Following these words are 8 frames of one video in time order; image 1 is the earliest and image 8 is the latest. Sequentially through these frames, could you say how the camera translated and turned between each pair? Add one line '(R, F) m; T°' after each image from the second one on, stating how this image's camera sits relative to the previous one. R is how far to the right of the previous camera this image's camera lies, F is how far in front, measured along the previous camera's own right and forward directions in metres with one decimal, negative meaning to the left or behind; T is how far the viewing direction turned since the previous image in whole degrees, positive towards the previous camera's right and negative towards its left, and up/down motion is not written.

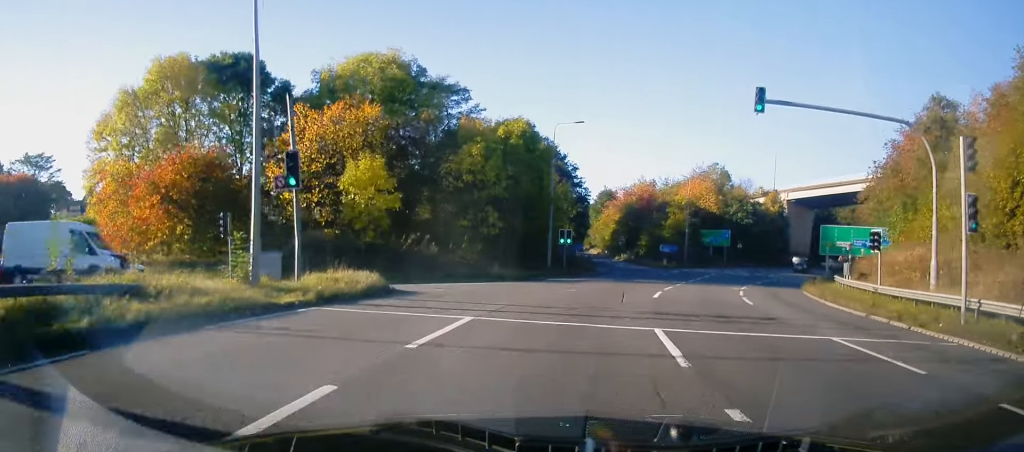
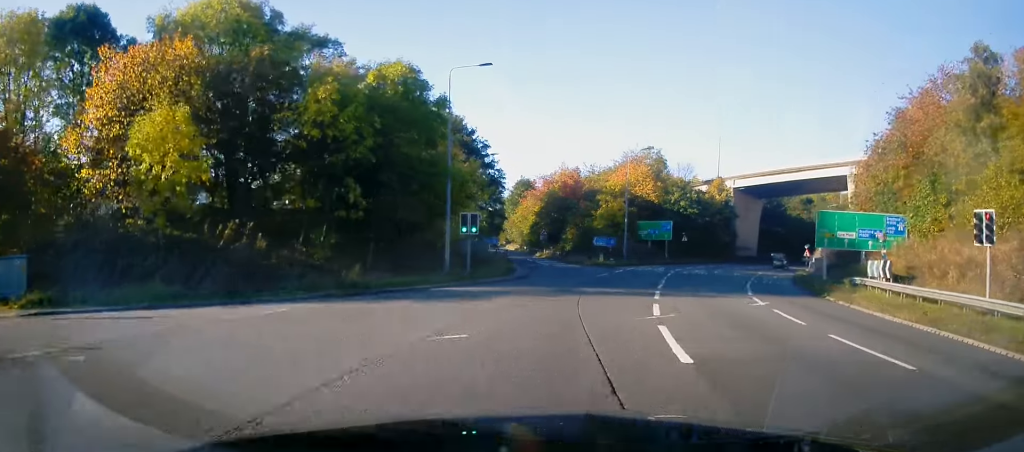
(+1.1, +14.3) m; +8°
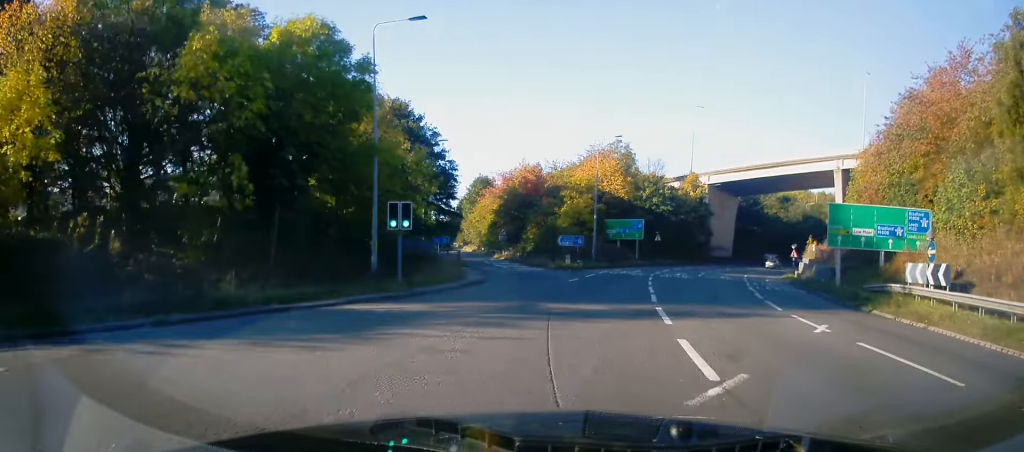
(+0.4, +7.4) m; +3°
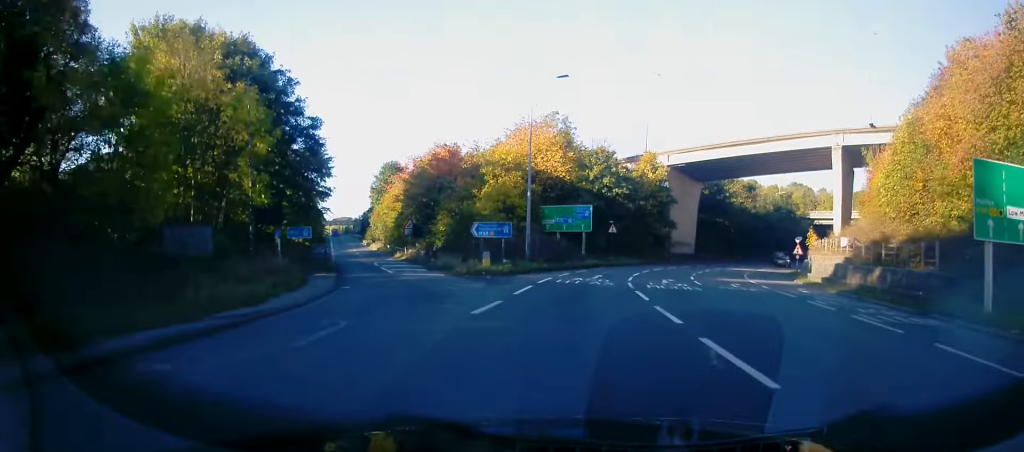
(+1.1, +18.0) m; +6°
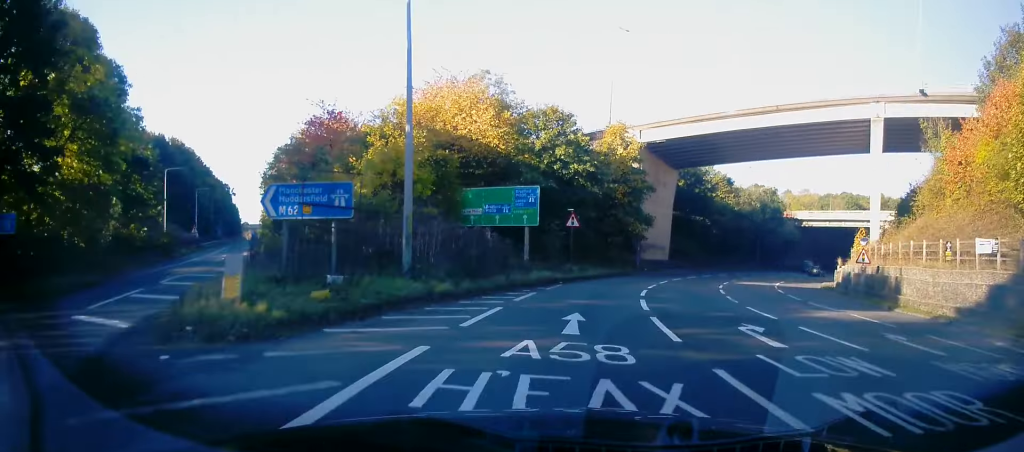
(+1.1, +20.7) m; +7°
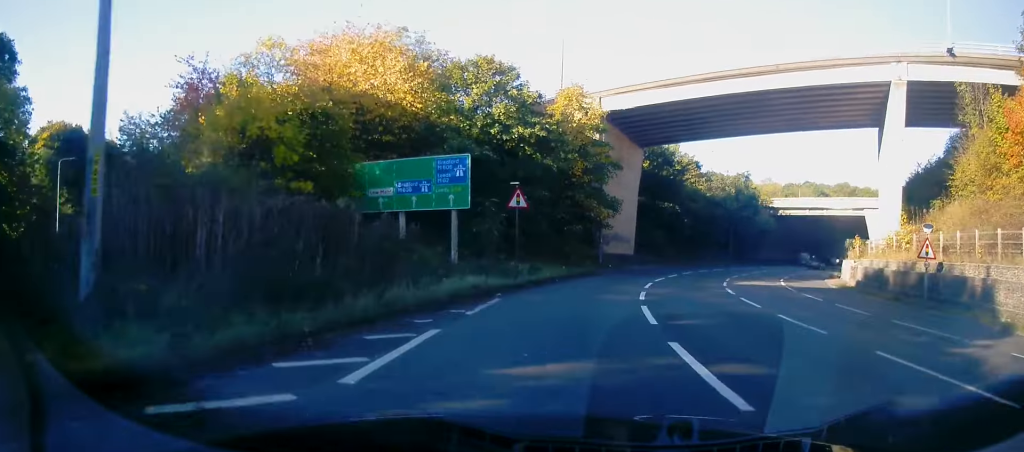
(+0.2, +10.8) m; +5°
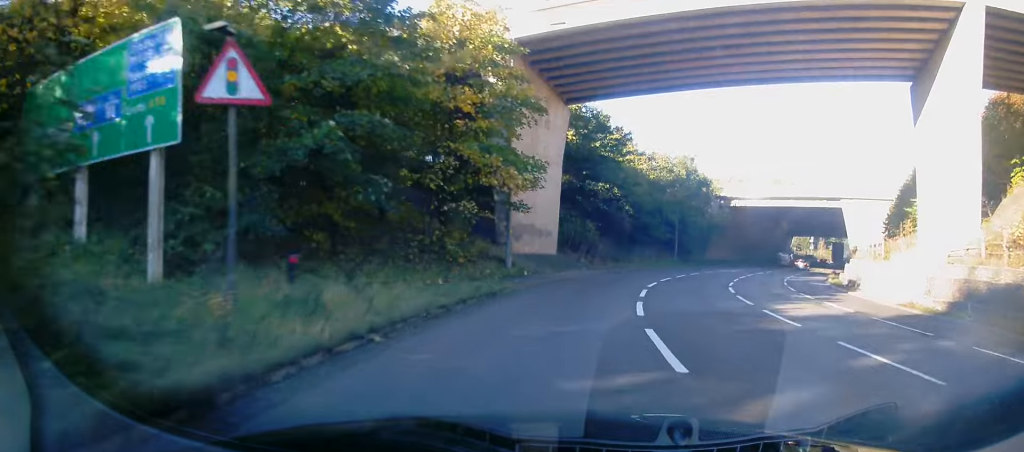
(+1.1, +17.5) m; +9°
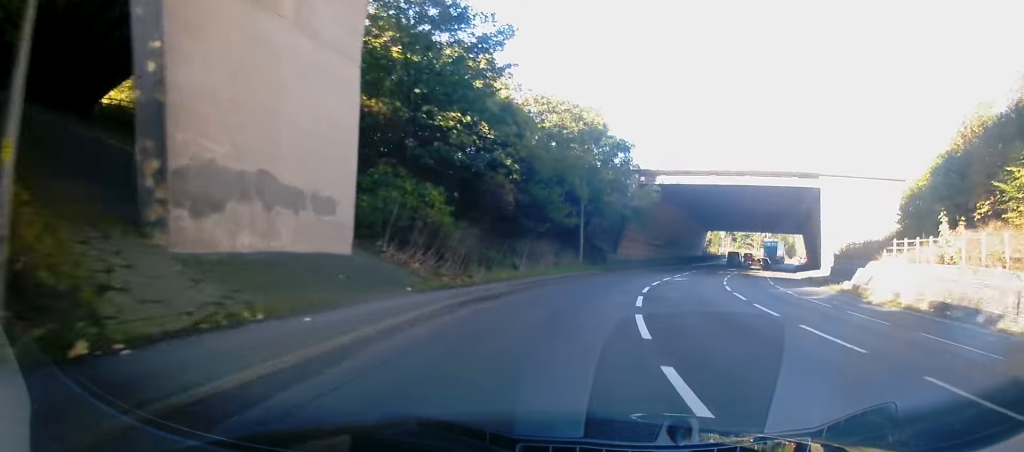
(+2.8, +22.6) m; +12°
